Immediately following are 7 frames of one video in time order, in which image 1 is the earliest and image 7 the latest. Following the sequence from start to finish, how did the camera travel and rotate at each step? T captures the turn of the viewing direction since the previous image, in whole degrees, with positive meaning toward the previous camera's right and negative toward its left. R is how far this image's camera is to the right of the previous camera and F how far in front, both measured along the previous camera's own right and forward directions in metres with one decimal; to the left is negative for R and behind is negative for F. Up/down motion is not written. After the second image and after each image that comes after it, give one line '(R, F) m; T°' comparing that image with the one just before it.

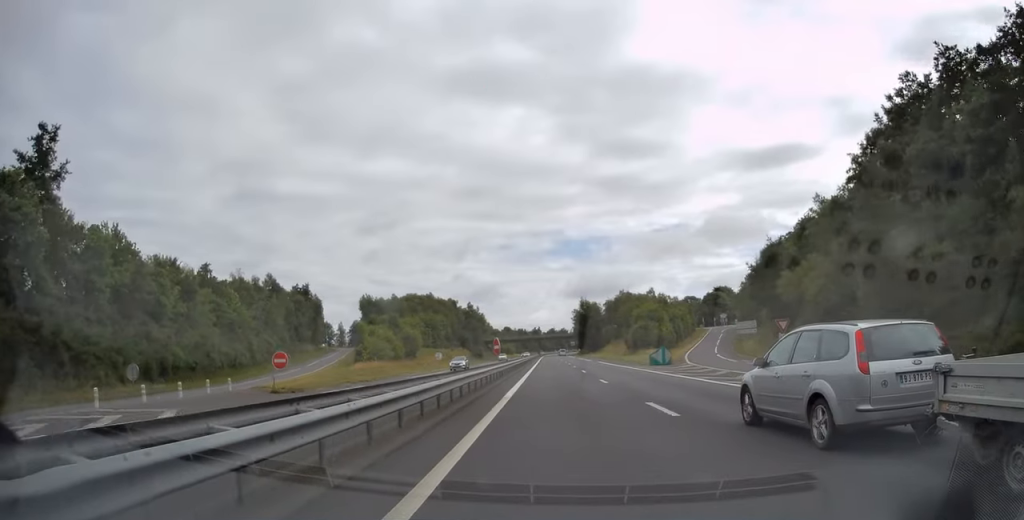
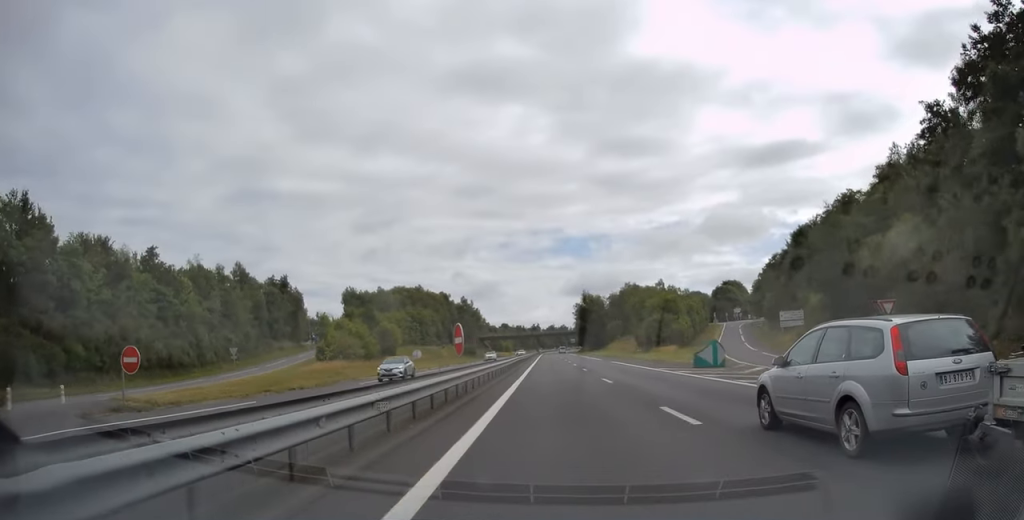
(-0.1, +14.8) m; 0°
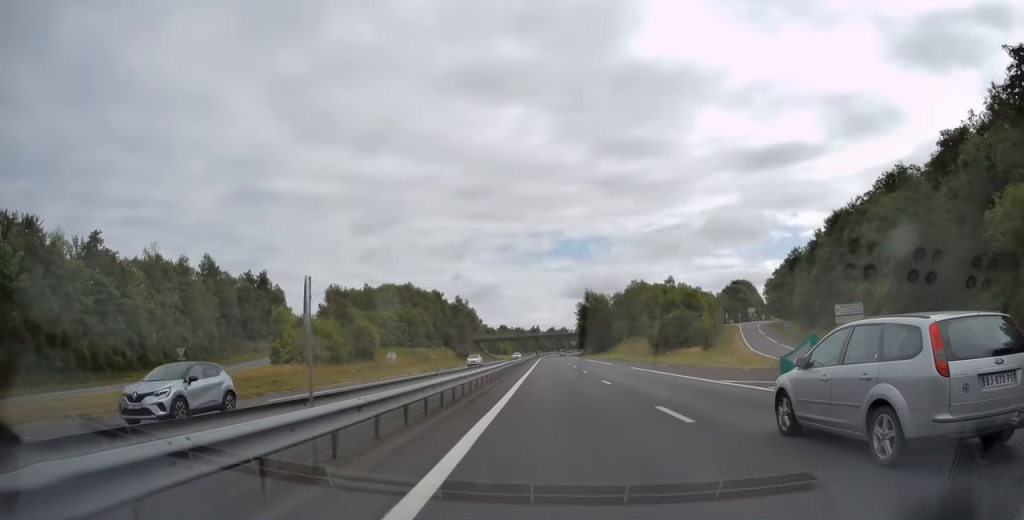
(+0.1, +12.7) m; 0°
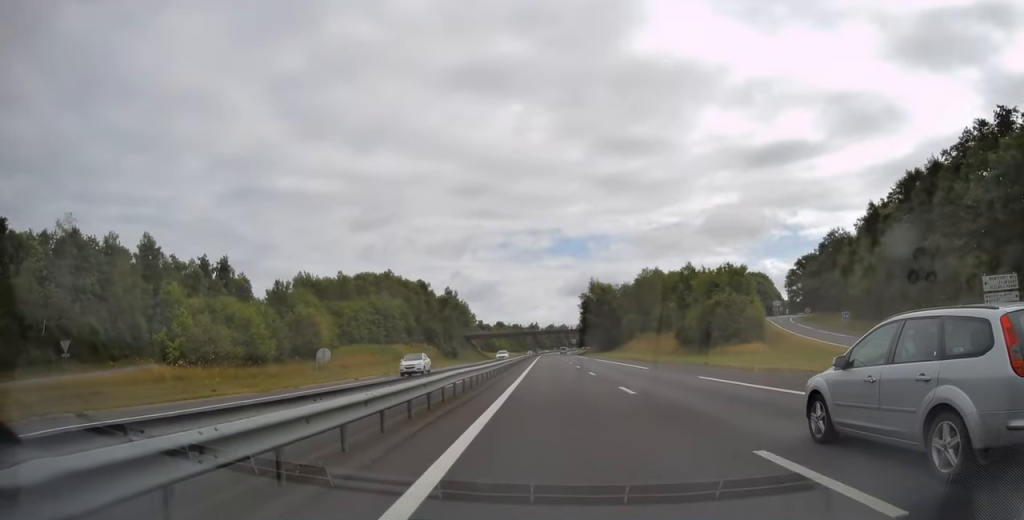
(+0.2, +19.5) m; 0°
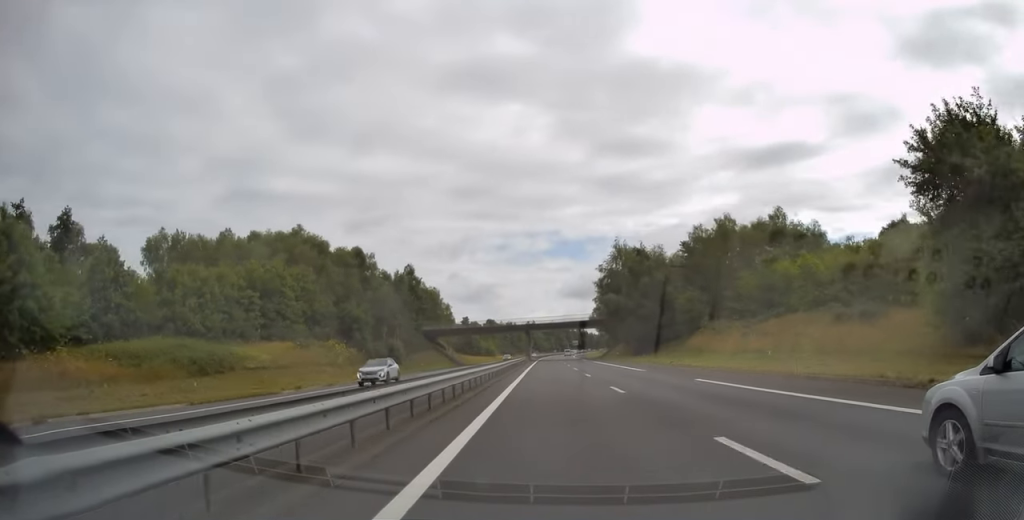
(-0.5, +51.4) m; 0°
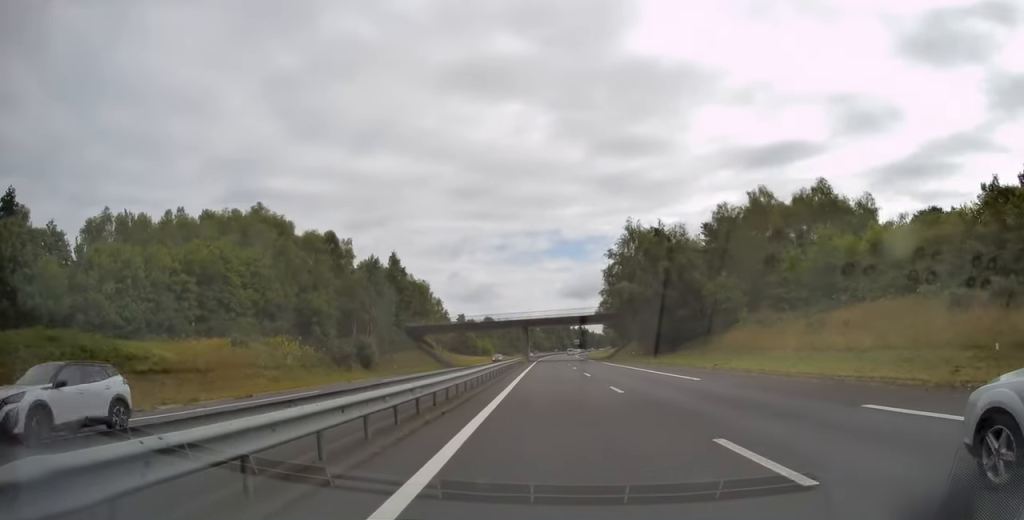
(-0.1, +13.2) m; 0°
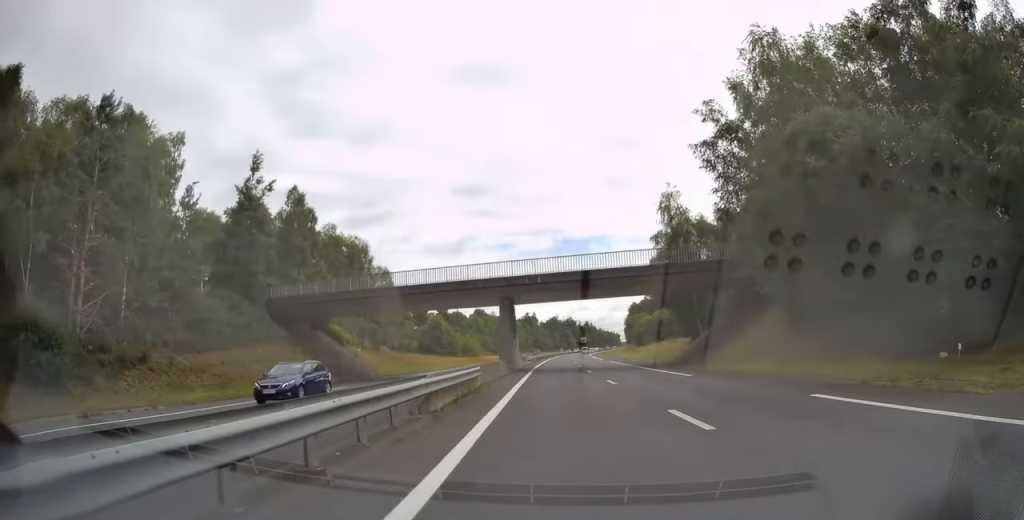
(+0.1, +48.6) m; 0°
